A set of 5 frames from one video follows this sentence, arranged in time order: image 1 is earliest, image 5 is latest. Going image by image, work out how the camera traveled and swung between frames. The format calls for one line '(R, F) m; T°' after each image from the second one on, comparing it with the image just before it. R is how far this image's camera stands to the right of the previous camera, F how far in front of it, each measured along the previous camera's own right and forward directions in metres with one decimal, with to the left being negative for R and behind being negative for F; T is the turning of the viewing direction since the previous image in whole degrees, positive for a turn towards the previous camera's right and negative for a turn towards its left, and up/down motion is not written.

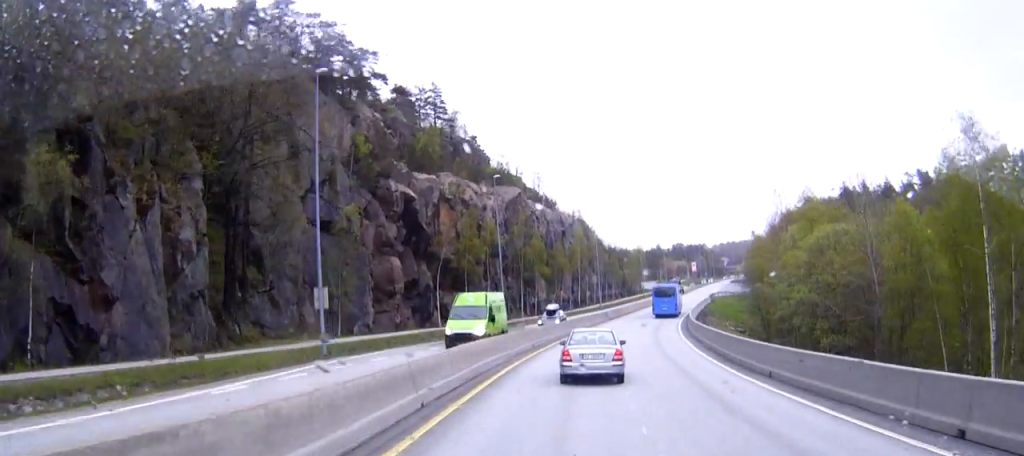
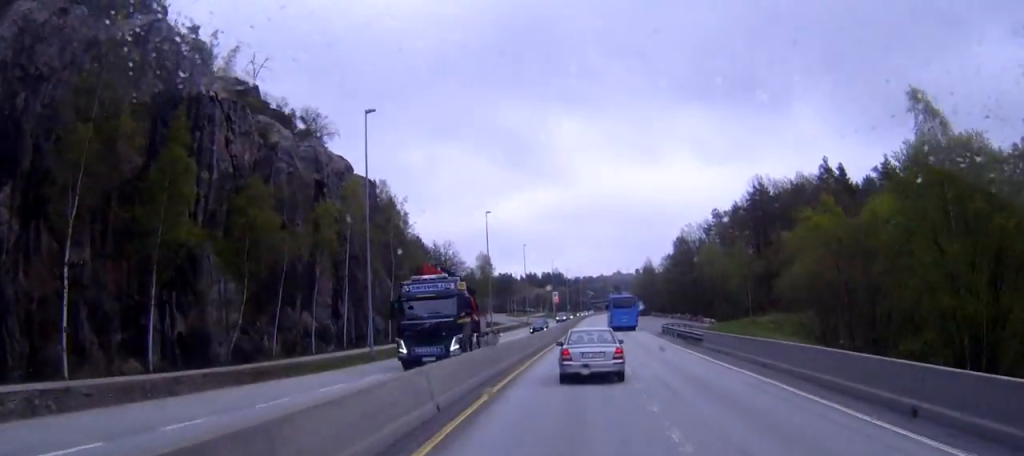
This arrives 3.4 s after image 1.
(+7.5, +78.3) m; +13°
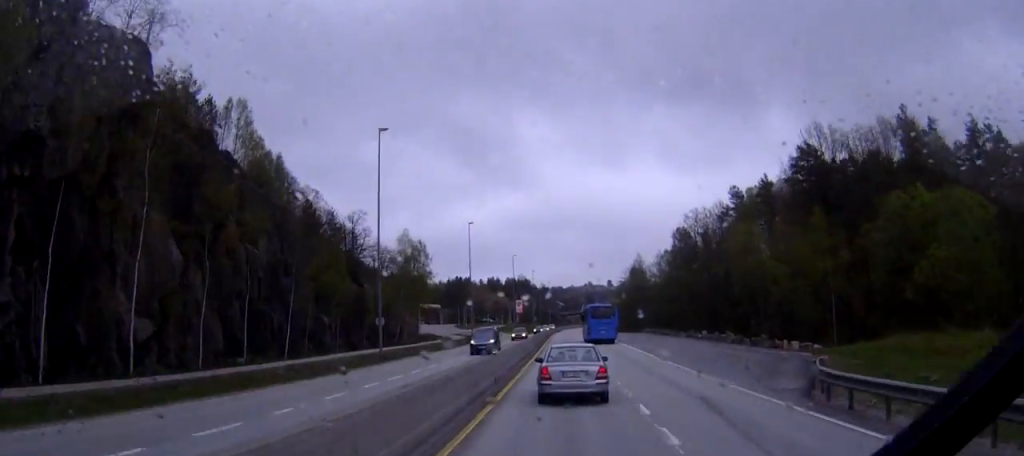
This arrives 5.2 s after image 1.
(+0.9, +41.9) m; 0°
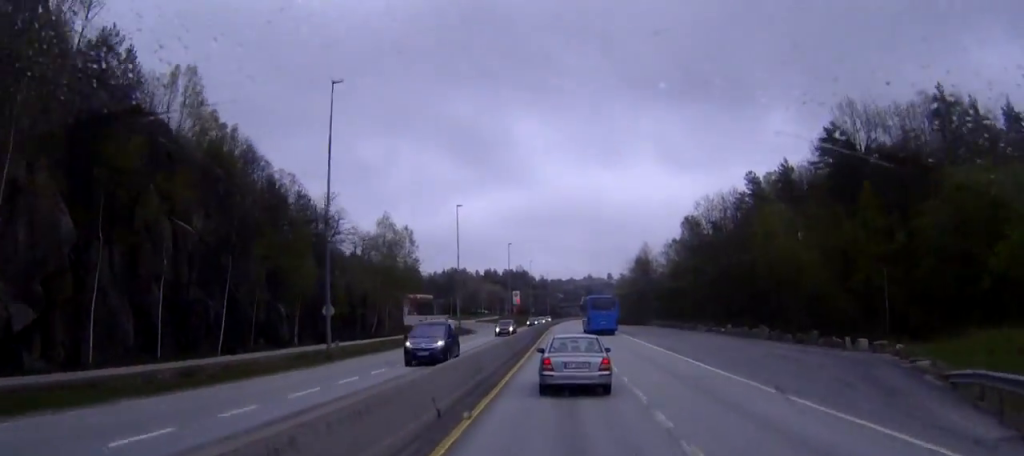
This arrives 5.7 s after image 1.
(0.0, +10.8) m; 0°
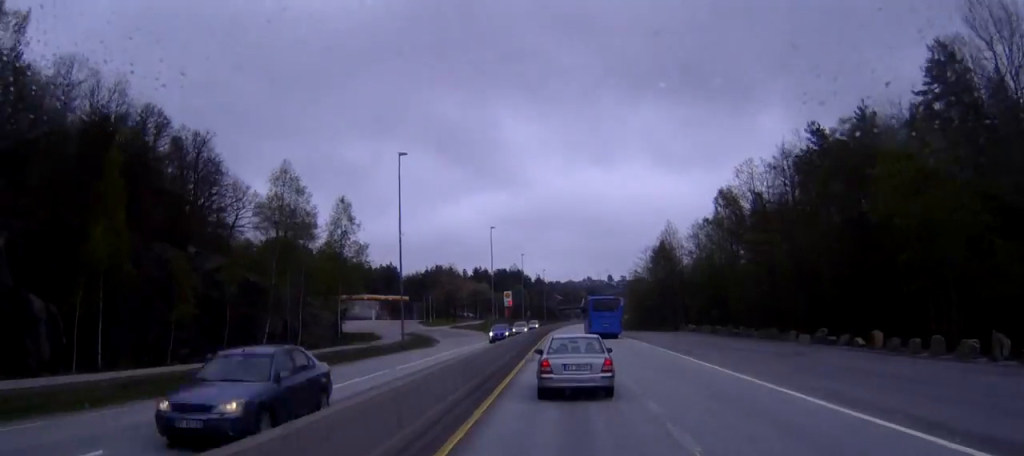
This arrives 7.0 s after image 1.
(+0.2, +29.9) m; +1°
